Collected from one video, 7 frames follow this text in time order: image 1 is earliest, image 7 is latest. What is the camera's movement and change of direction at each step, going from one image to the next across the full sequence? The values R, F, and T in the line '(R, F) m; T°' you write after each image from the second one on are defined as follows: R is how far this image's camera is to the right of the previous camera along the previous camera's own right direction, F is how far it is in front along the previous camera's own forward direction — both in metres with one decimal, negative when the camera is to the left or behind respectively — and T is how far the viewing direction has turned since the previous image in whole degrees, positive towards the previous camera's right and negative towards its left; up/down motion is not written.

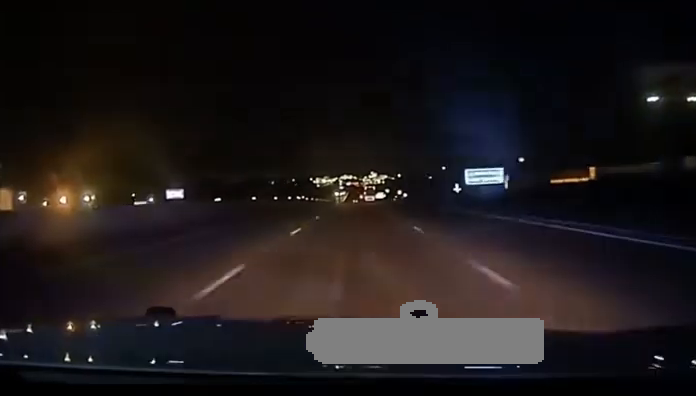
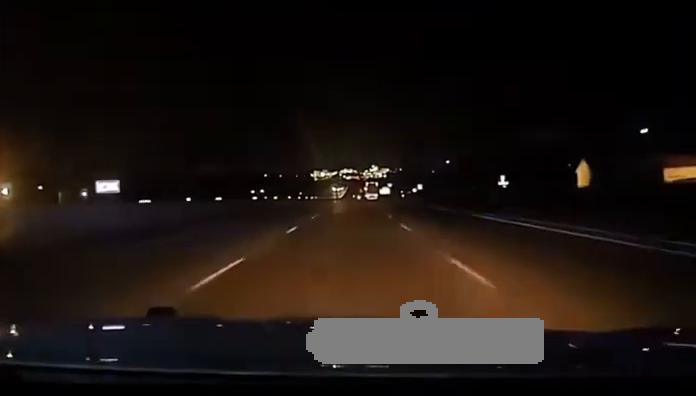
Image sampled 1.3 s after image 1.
(-0.1, +67.7) m; 0°
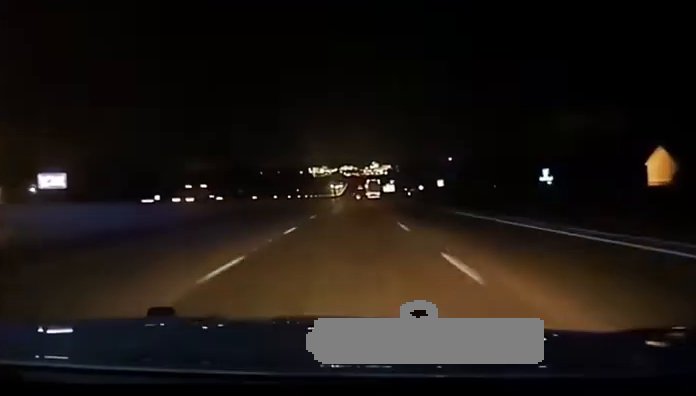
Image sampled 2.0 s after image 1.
(-0.1, +31.0) m; 0°
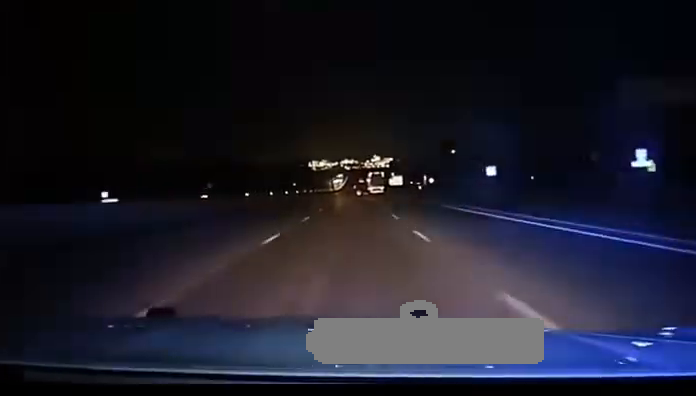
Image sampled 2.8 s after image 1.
(0.0, +35.9) m; 0°
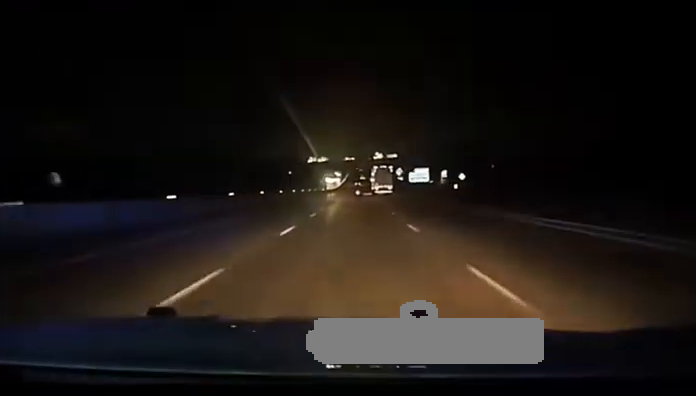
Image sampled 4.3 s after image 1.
(+0.2, +76.2) m; 0°
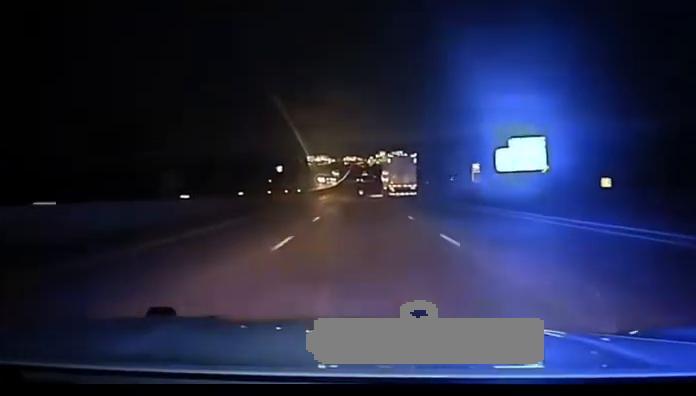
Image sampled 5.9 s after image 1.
(0.0, +93.6) m; 0°
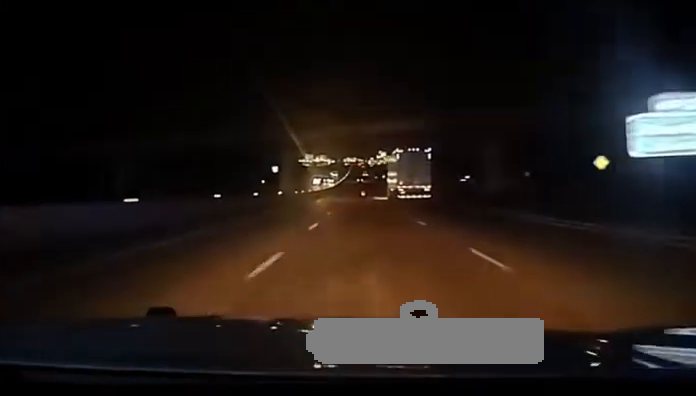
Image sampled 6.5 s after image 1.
(0.0, +32.4) m; 0°
